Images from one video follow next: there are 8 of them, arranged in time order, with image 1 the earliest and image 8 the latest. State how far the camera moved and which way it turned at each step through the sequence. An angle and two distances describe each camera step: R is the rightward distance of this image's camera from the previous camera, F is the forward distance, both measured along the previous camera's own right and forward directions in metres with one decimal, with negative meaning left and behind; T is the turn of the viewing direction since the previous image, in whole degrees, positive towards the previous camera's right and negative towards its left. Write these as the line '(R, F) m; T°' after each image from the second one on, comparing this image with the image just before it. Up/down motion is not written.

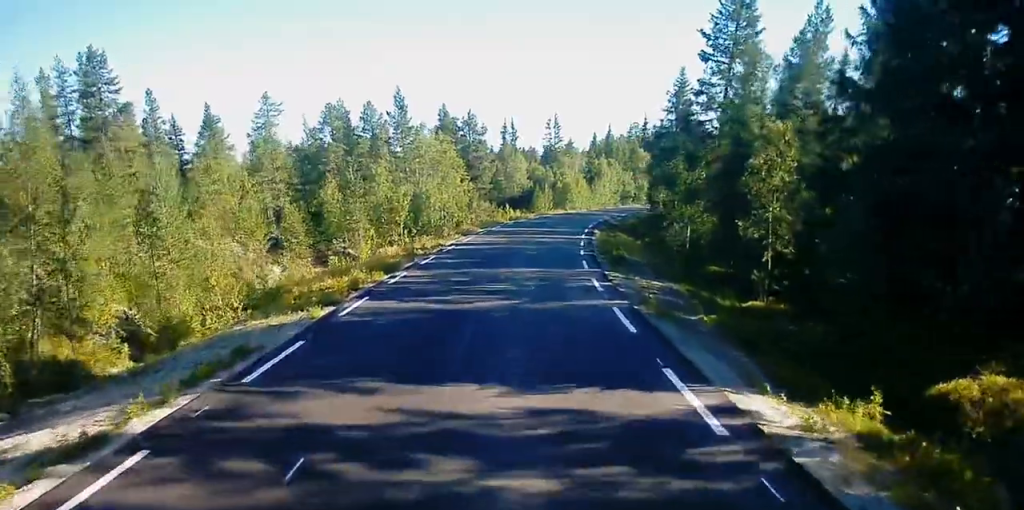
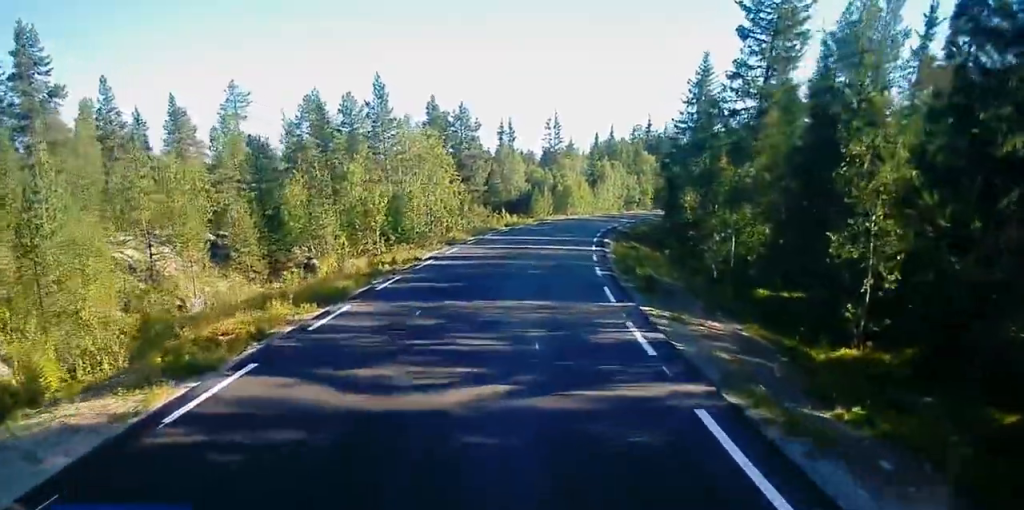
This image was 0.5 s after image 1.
(0.0, +8.1) m; +1°
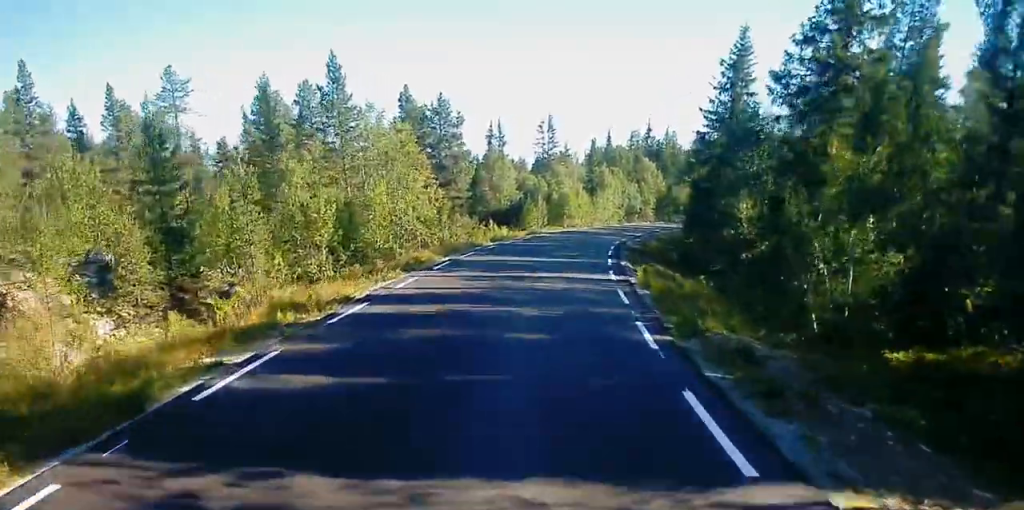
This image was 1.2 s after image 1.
(0.0, +11.0) m; +2°
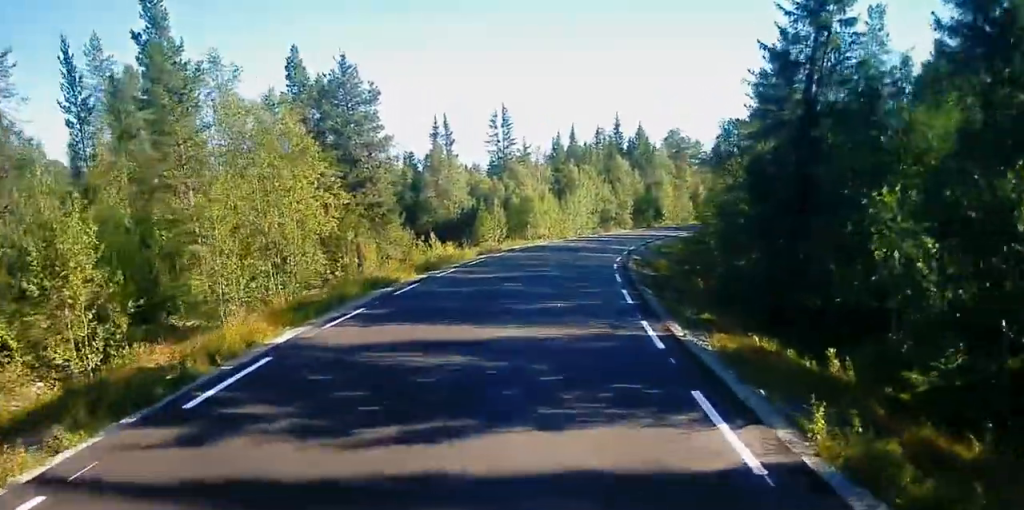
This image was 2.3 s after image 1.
(+0.5, +18.0) m; +3°
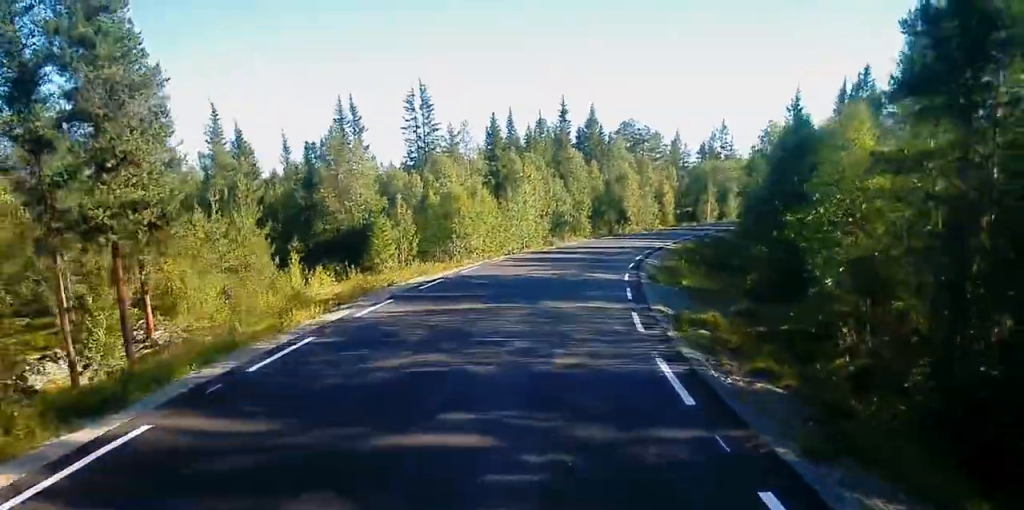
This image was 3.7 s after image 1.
(+0.7, +21.5) m; +5°
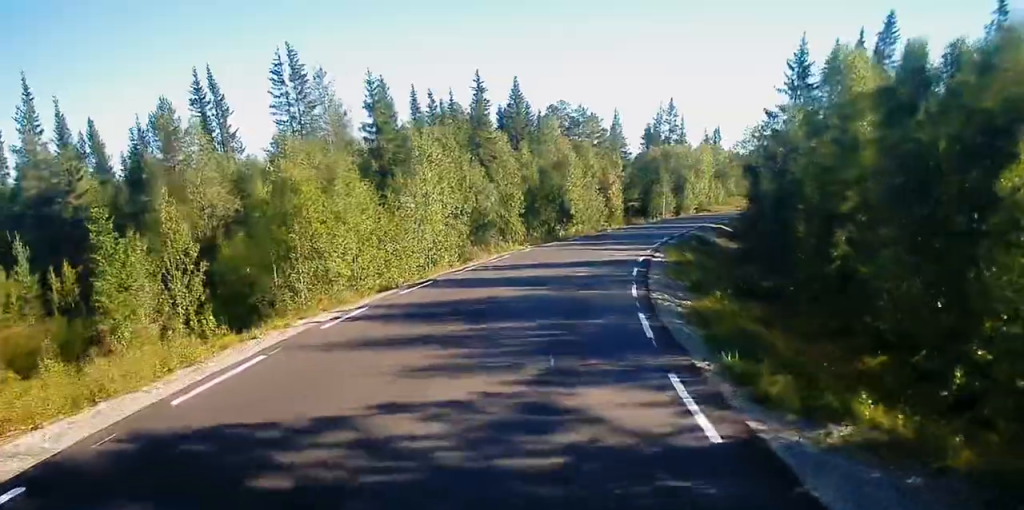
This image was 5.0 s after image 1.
(+1.0, +19.6) m; +6°
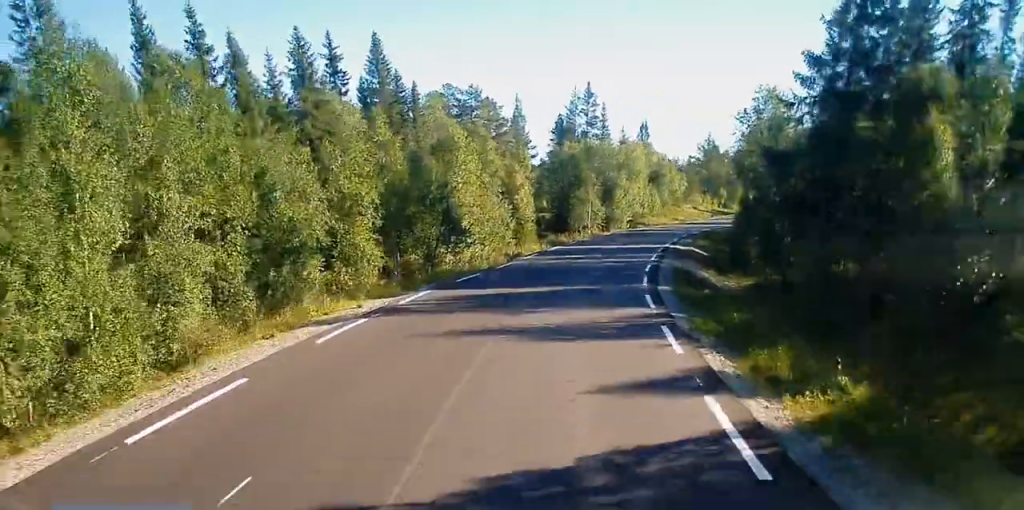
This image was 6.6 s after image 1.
(+1.4, +25.0) m; +5°
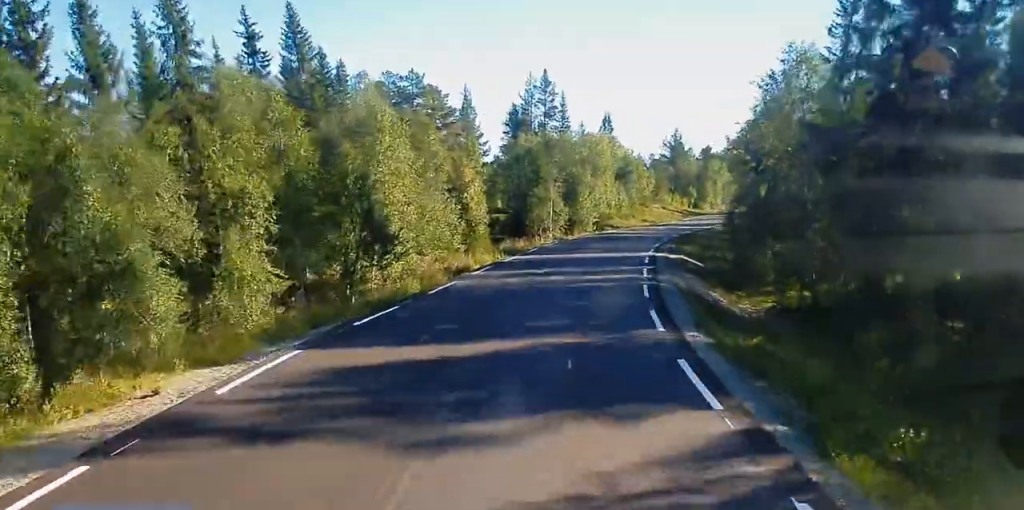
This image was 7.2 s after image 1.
(-0.1, +9.8) m; +2°
